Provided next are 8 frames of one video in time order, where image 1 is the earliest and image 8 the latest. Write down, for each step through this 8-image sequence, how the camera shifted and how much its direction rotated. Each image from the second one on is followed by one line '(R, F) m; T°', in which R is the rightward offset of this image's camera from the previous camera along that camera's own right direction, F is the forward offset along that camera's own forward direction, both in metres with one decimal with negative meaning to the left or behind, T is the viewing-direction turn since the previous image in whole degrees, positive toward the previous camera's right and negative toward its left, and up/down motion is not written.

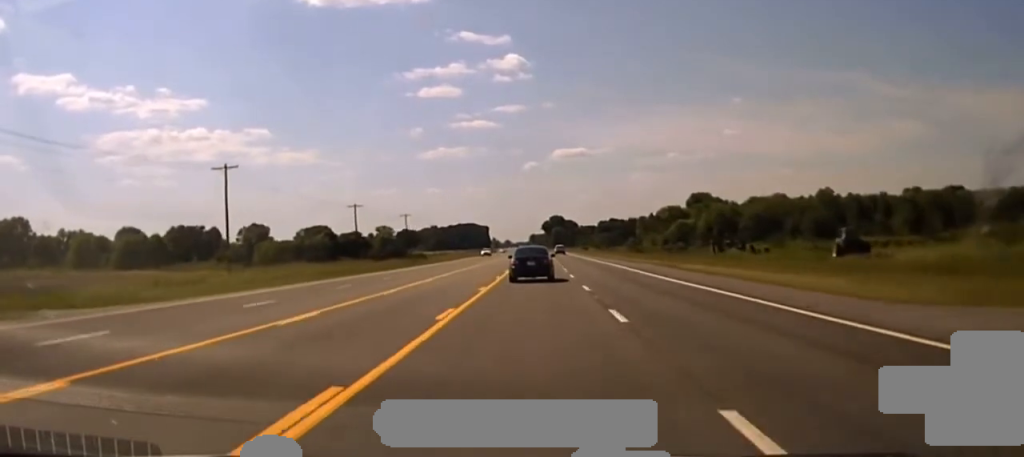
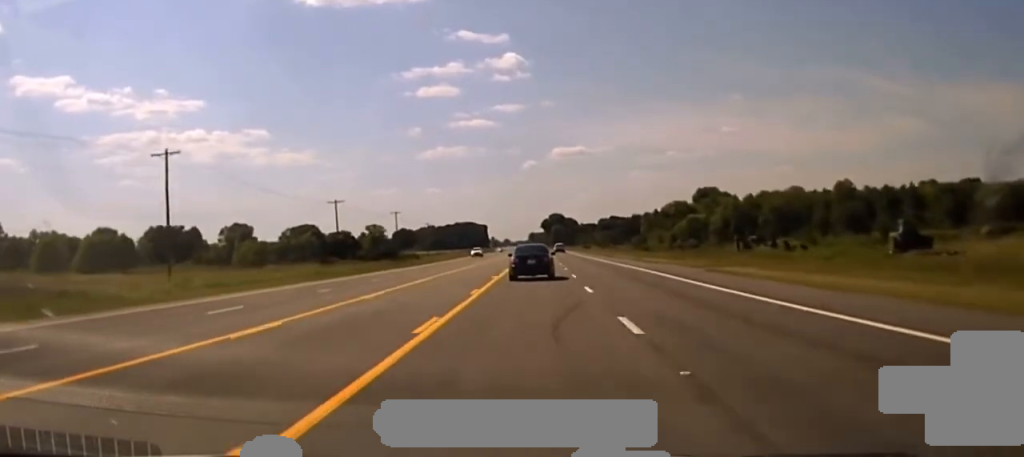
(0.0, +16.4) m; 0°
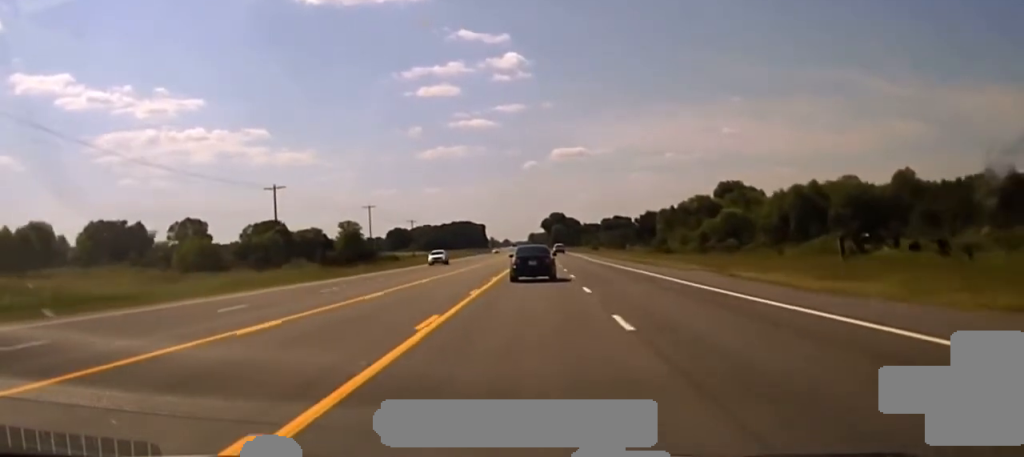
(0.0, +37.7) m; 0°
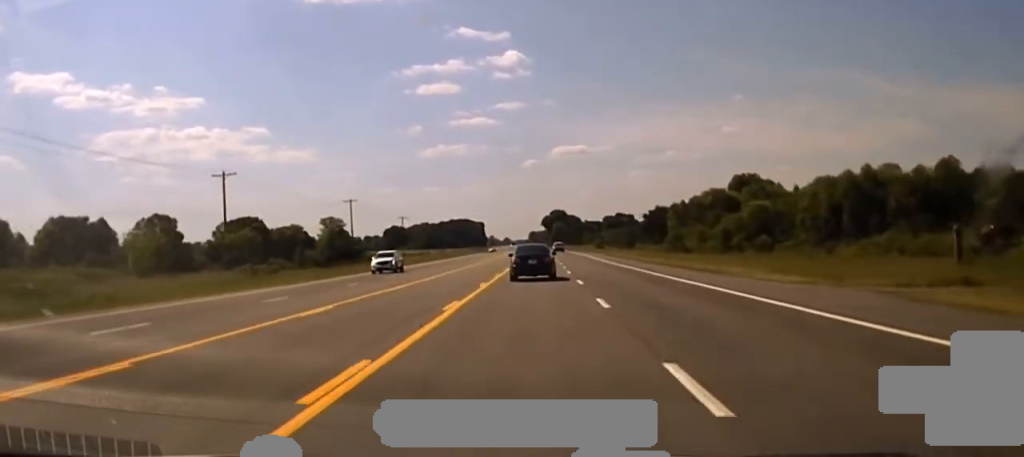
(0.0, +19.7) m; 0°
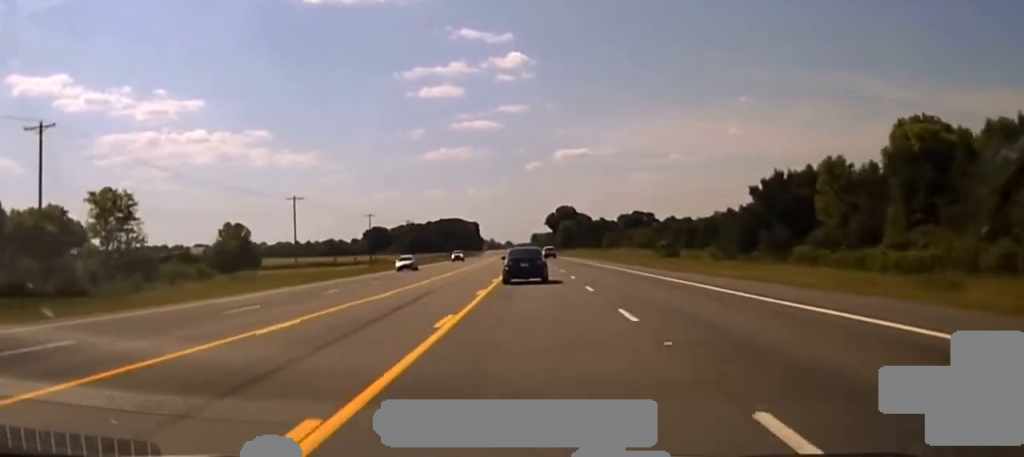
(-0.1, +102.1) m; 0°
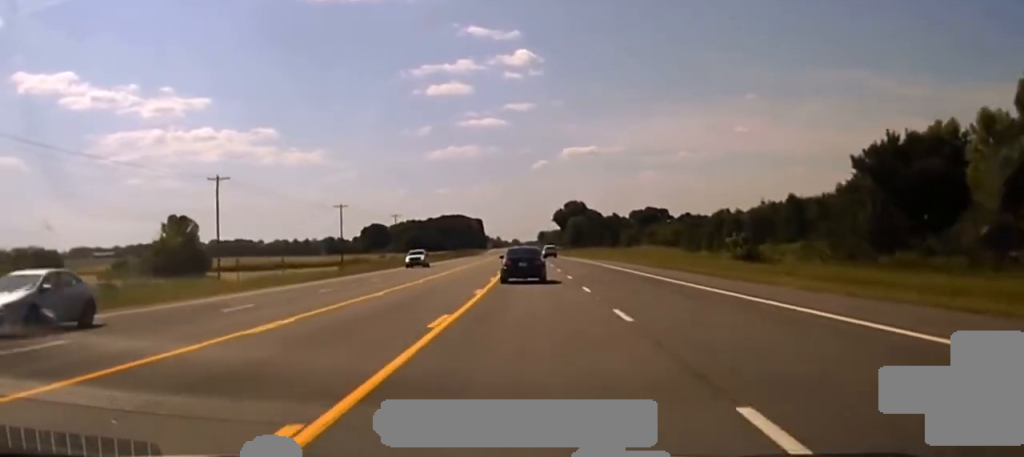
(0.0, +37.0) m; 0°
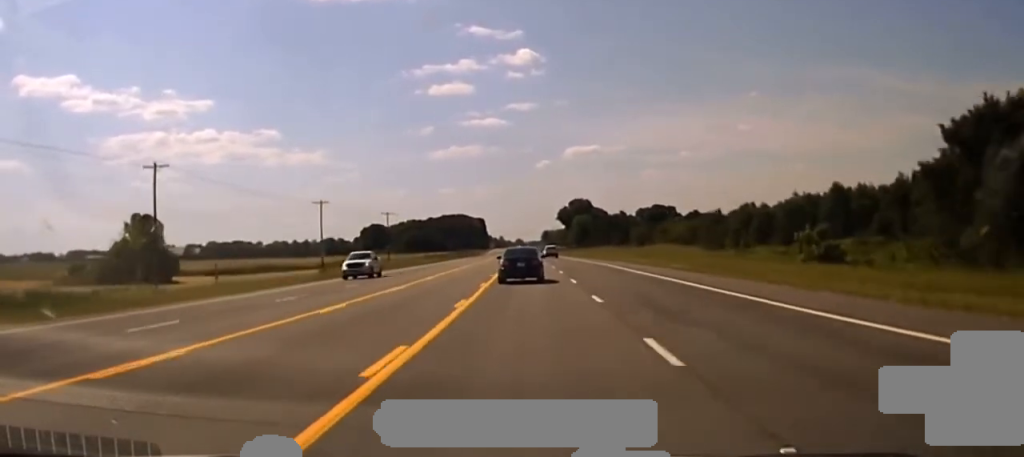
(0.0, +19.5) m; 0°
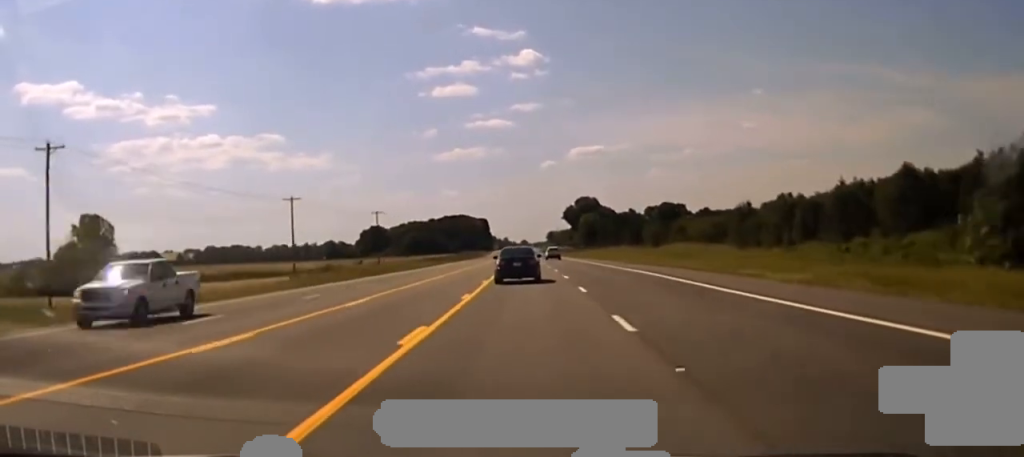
(-0.1, +24.4) m; 0°
